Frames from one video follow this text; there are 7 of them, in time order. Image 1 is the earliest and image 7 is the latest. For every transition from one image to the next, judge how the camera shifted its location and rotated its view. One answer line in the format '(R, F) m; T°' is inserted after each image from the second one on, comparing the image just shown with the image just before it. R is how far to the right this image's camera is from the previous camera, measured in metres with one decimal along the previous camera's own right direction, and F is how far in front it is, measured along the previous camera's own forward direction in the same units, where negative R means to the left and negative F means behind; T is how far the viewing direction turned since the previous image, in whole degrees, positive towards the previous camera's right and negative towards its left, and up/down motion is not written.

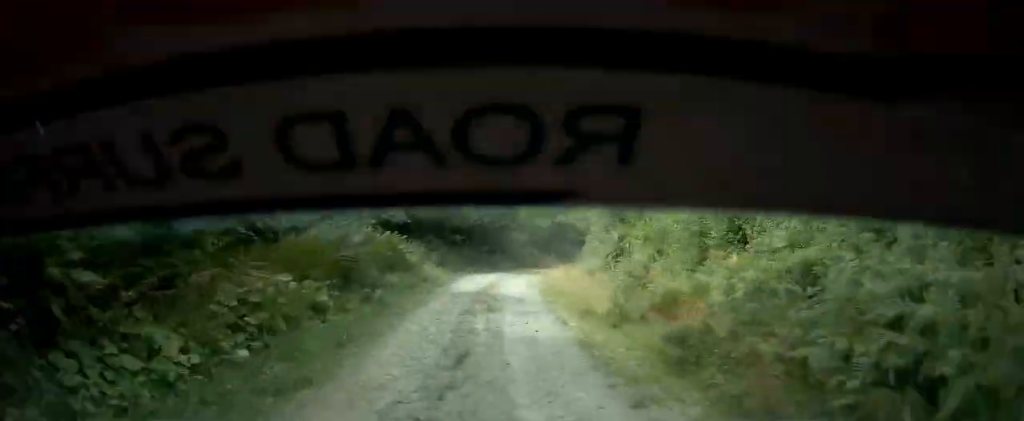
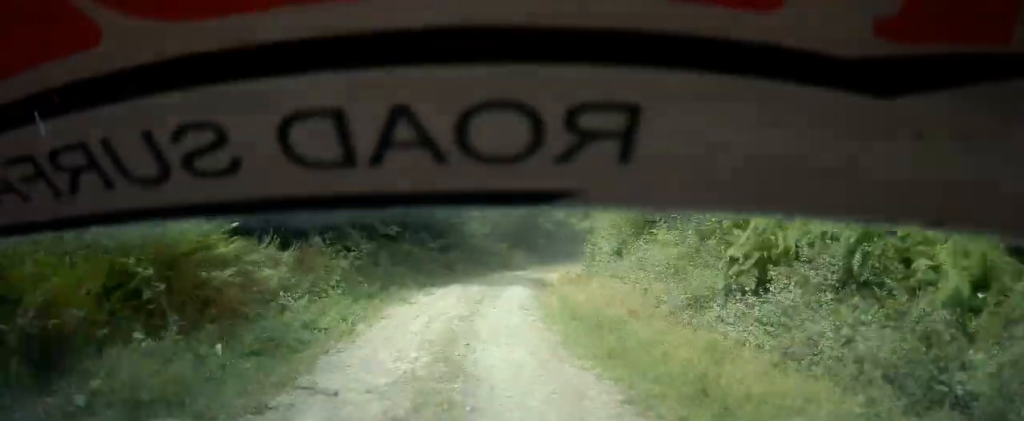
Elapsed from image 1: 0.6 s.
(+0.6, +13.5) m; +9°
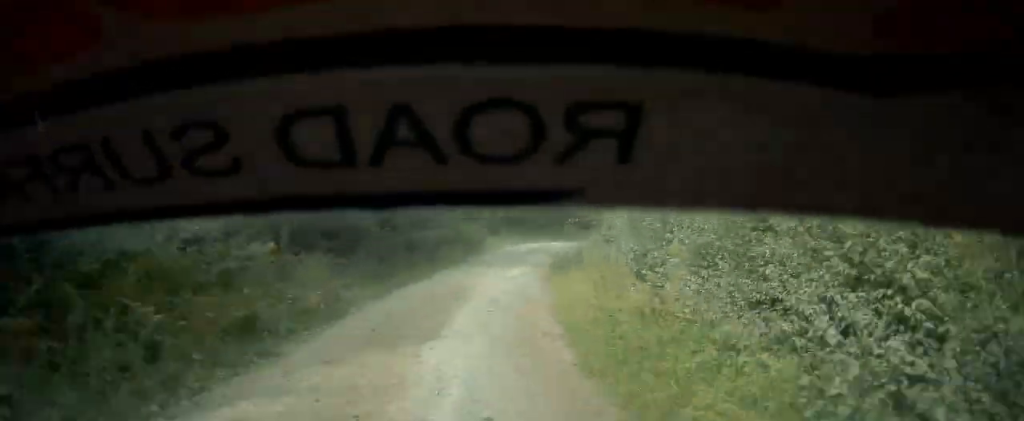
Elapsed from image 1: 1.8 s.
(+4.7, +28.9) m; +19°
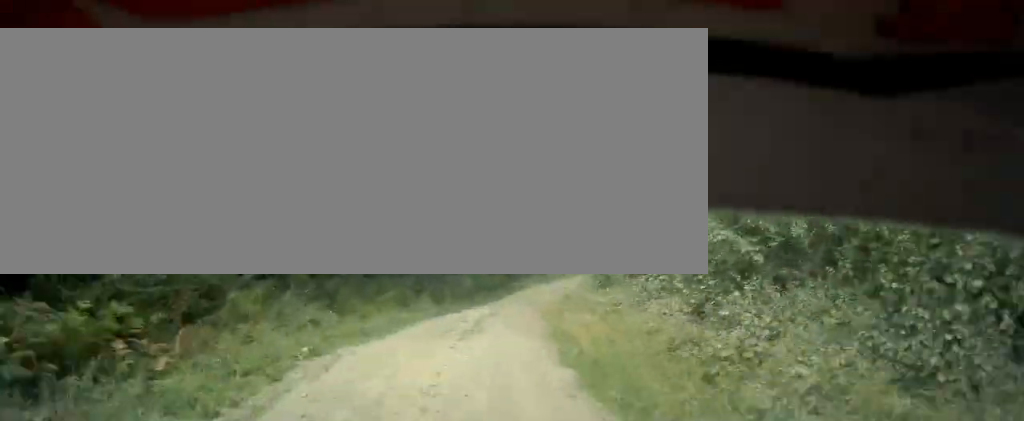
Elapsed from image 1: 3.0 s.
(+5.5, +26.8) m; +25°
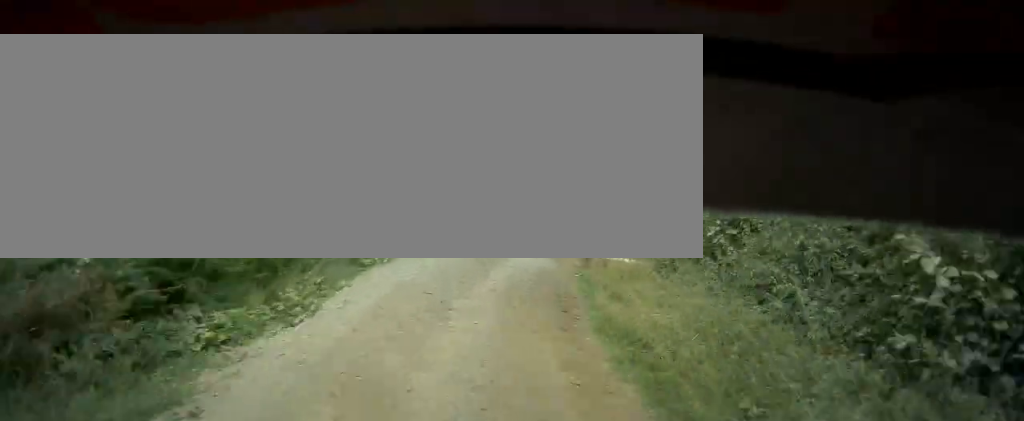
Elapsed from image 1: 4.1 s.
(+6.1, +26.8) m; +17°
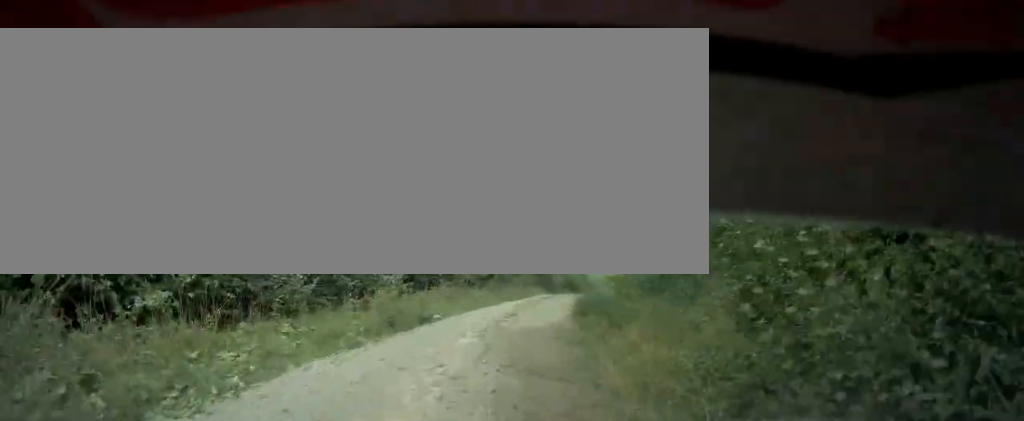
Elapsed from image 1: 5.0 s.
(+1.4, +23.5) m; +7°
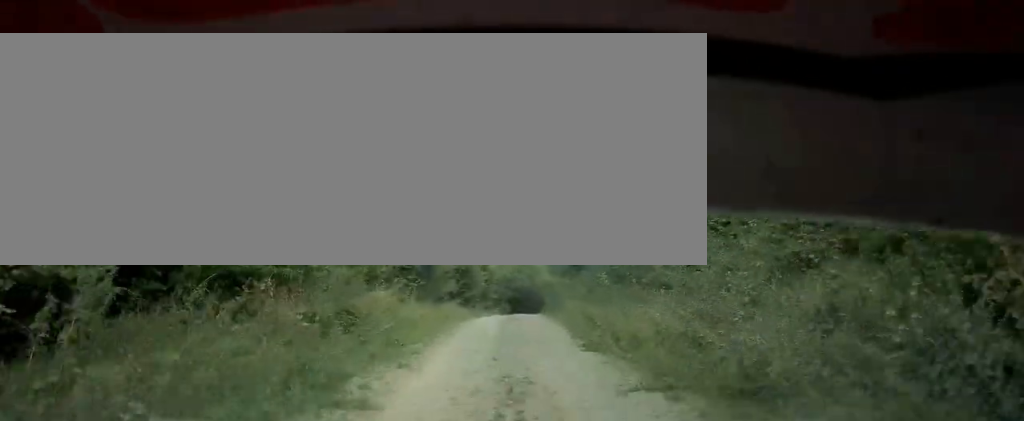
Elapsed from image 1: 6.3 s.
(+1.9, +30.9) m; +5°
